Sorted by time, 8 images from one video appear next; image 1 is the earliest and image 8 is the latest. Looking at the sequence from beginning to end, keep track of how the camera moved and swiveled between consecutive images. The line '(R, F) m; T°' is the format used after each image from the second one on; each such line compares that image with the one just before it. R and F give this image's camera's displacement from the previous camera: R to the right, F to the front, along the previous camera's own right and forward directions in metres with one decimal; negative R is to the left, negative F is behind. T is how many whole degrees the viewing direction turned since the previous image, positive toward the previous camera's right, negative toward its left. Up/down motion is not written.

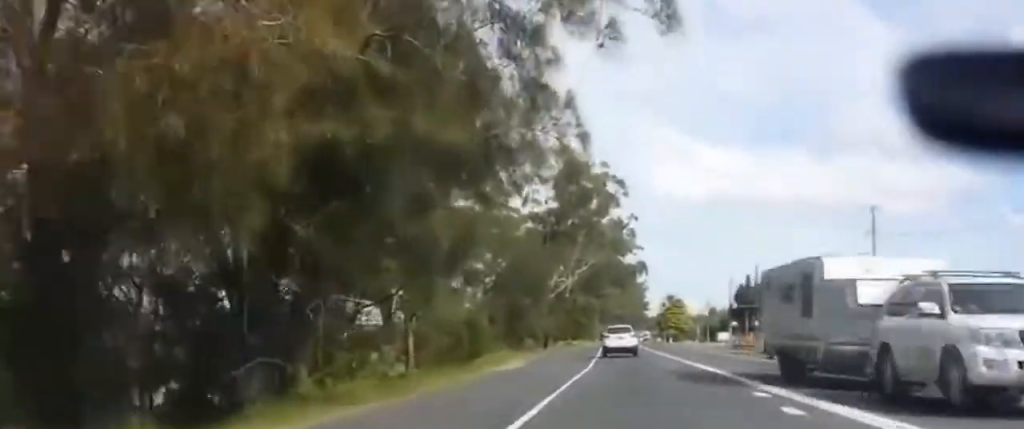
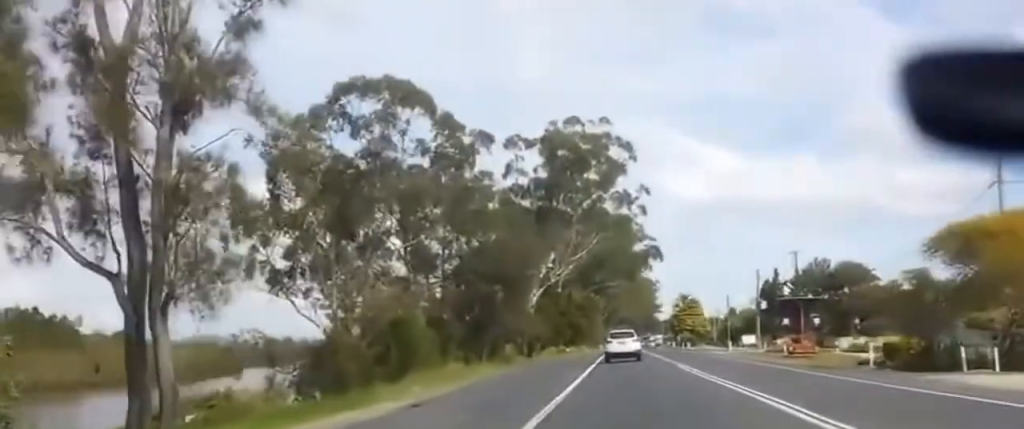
(+0.3, +27.6) m; +1°
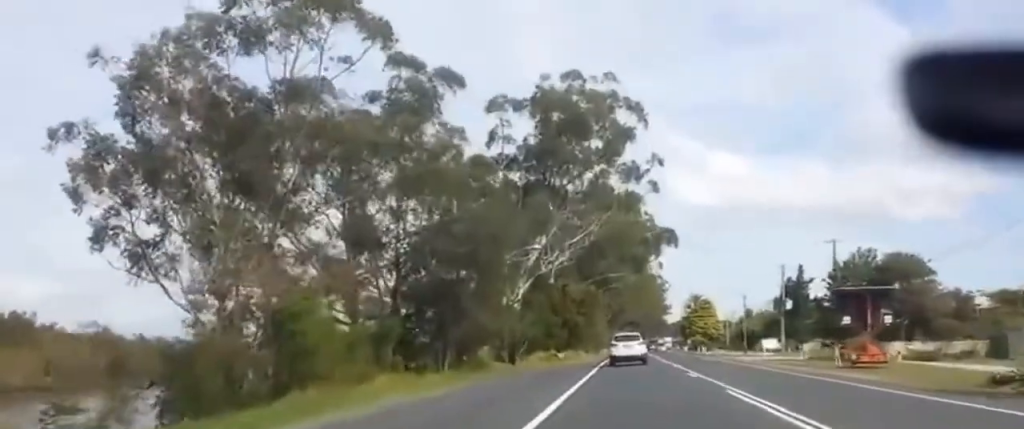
(+0.2, +17.8) m; 0°
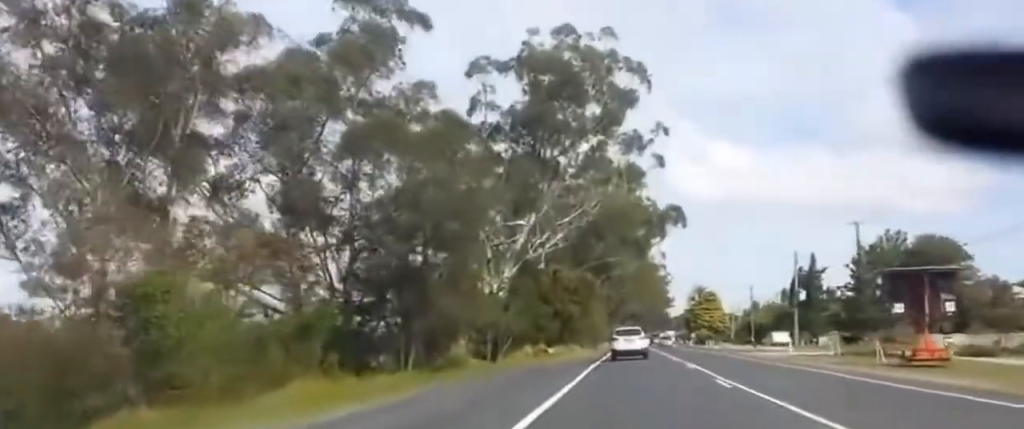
(0.0, +10.4) m; 0°
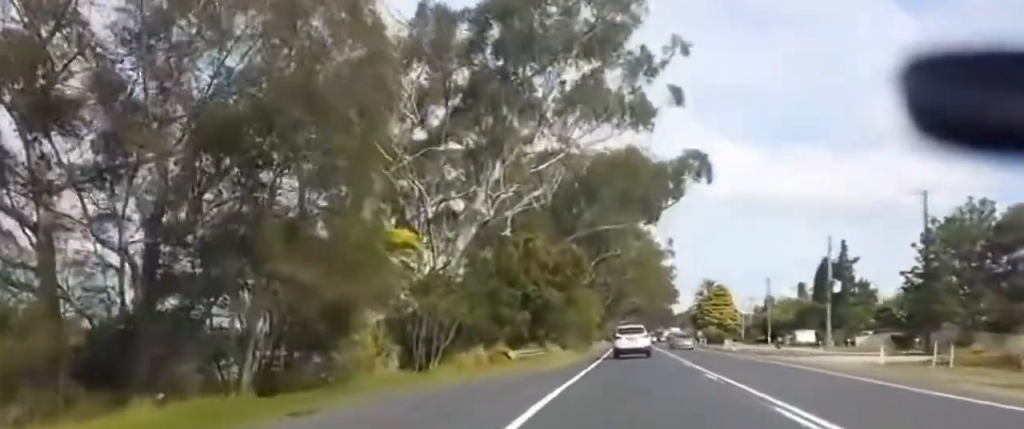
(0.0, +21.0) m; 0°
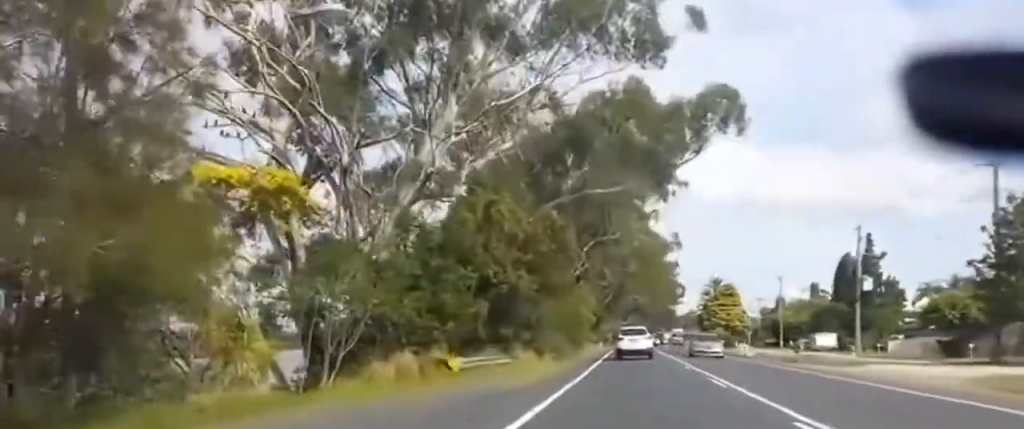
(0.0, +14.0) m; 0°
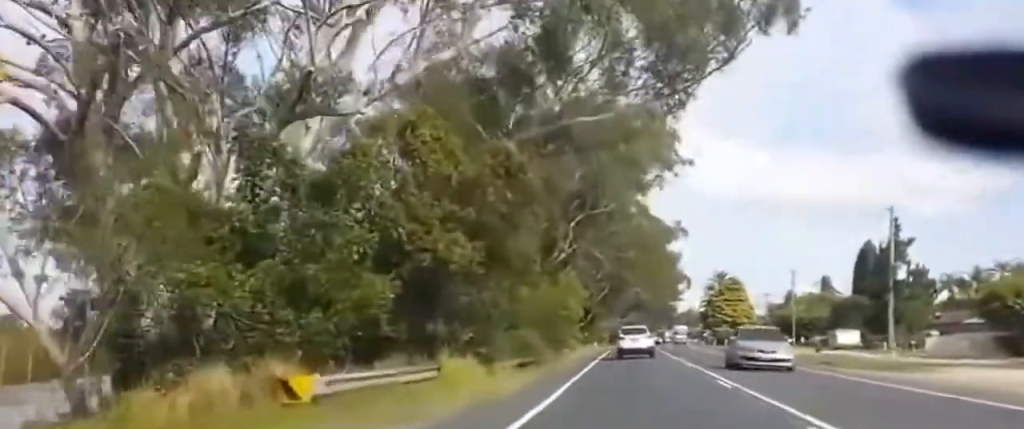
(-0.1, +12.8) m; -1°
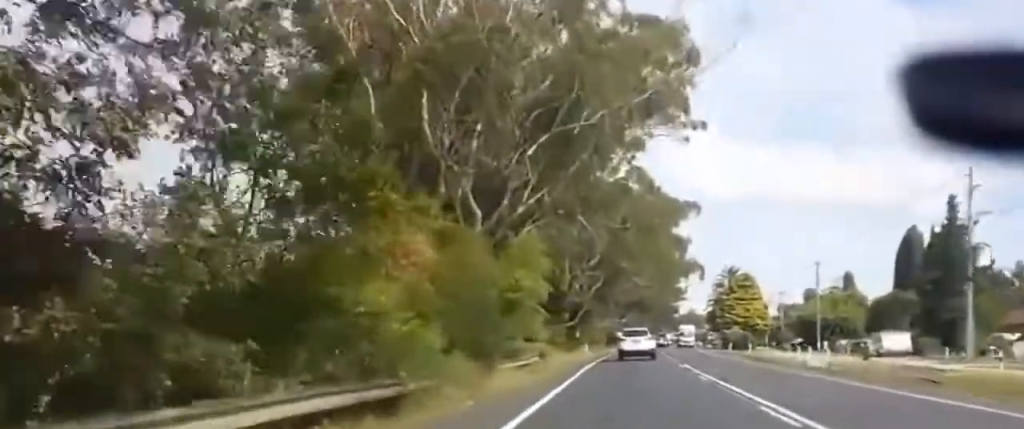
(-0.1, +20.3) m; 0°
